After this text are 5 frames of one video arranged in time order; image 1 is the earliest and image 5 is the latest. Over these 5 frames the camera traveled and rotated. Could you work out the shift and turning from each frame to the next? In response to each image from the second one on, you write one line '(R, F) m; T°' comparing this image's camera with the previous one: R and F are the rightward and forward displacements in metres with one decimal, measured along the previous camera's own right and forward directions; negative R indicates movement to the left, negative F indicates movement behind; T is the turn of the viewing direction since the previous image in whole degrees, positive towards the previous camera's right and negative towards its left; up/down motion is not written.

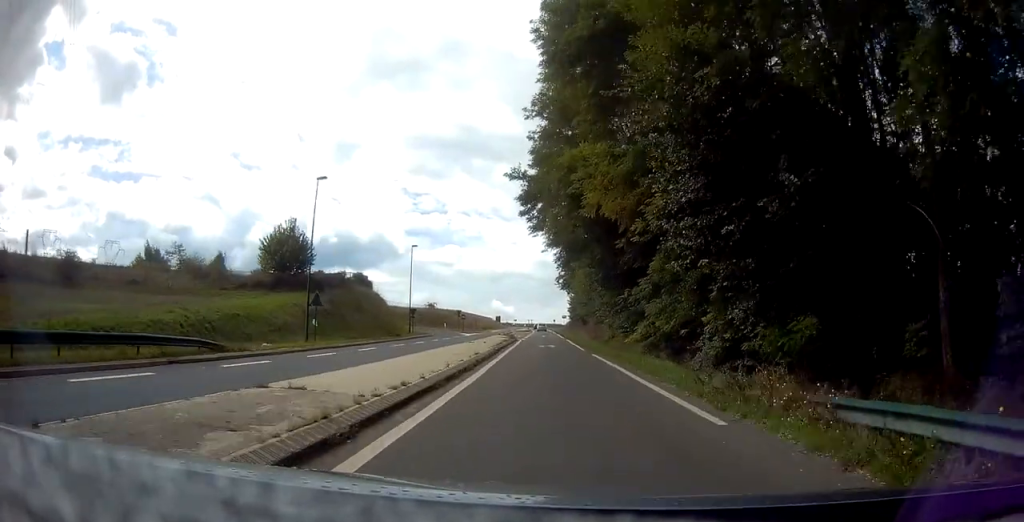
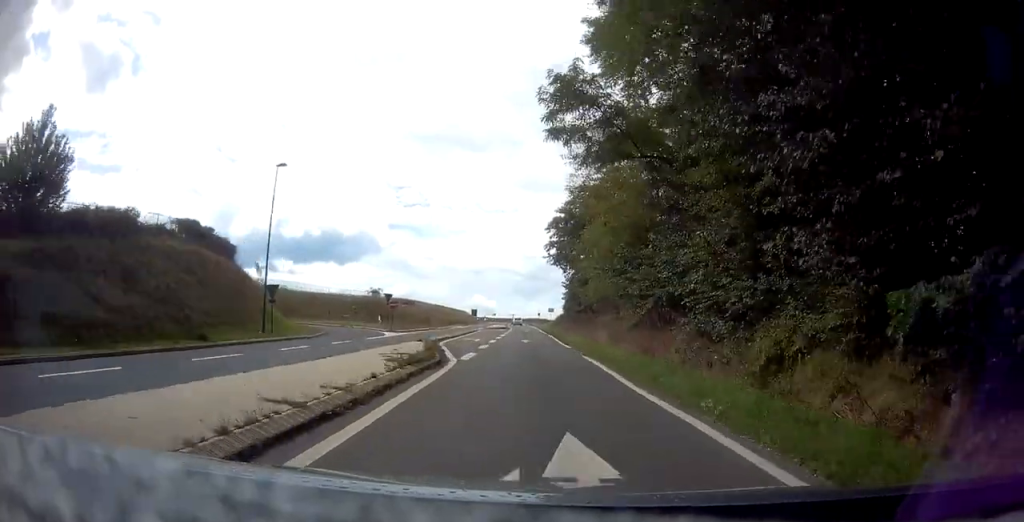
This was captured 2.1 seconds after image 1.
(+1.7, +32.6) m; +3°
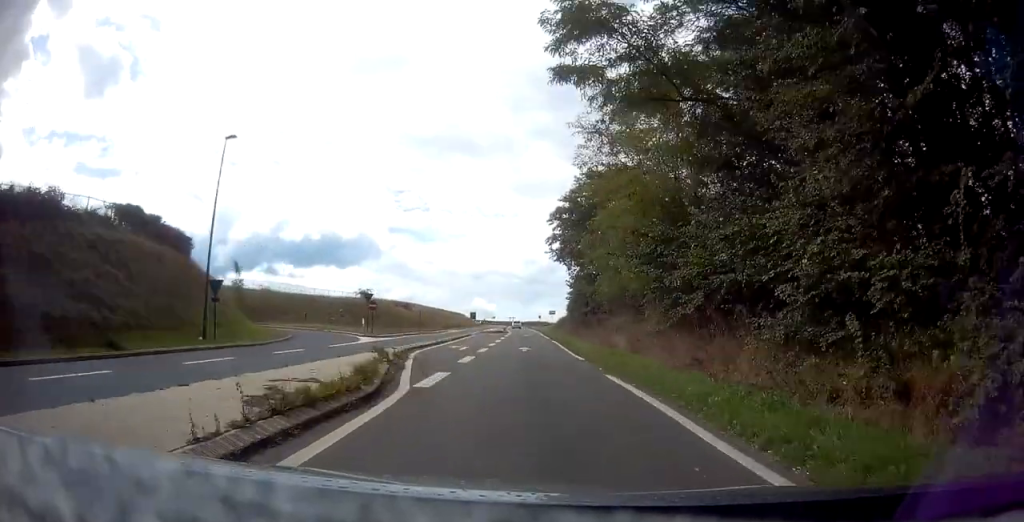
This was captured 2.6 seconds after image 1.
(-0.1, +6.7) m; 0°
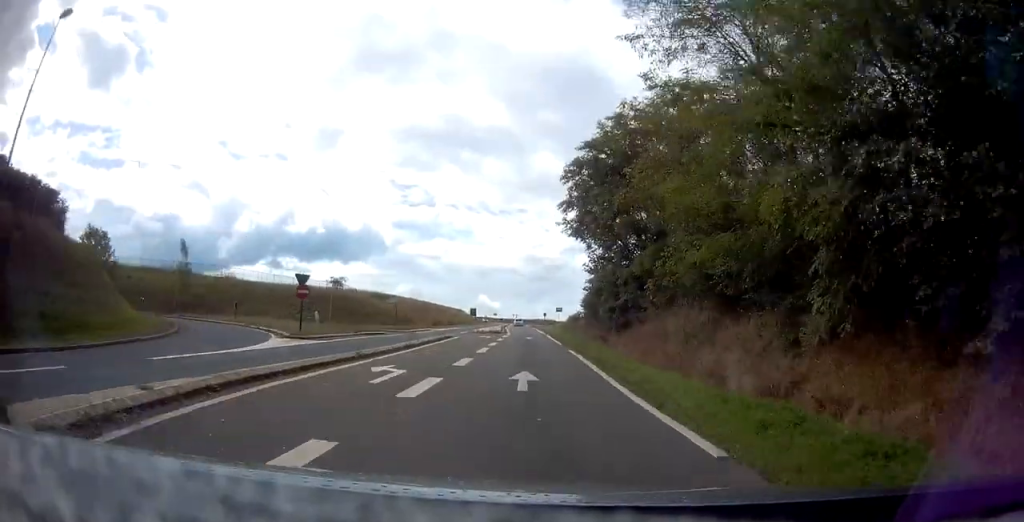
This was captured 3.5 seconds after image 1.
(+0.1, +14.4) m; -1°
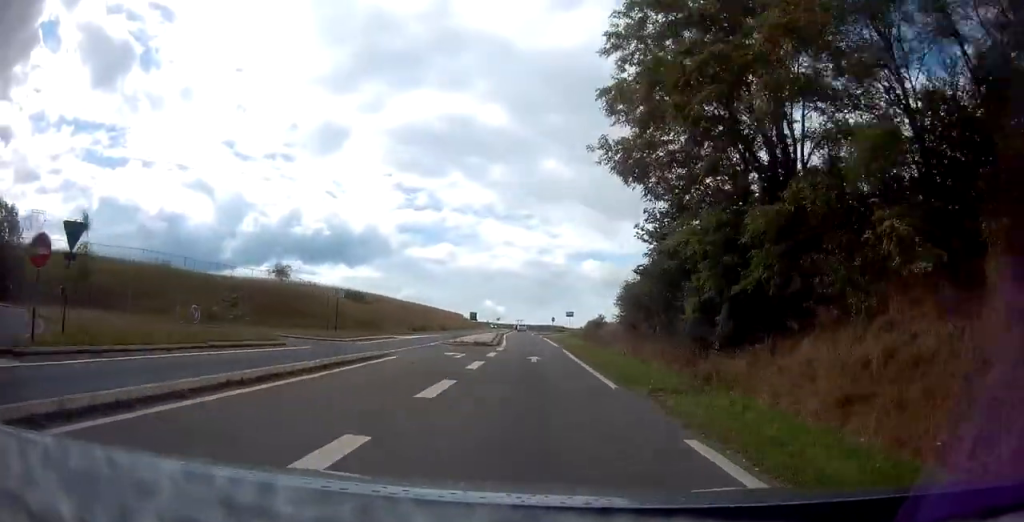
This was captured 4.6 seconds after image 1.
(-0.2, +18.8) m; +1°
